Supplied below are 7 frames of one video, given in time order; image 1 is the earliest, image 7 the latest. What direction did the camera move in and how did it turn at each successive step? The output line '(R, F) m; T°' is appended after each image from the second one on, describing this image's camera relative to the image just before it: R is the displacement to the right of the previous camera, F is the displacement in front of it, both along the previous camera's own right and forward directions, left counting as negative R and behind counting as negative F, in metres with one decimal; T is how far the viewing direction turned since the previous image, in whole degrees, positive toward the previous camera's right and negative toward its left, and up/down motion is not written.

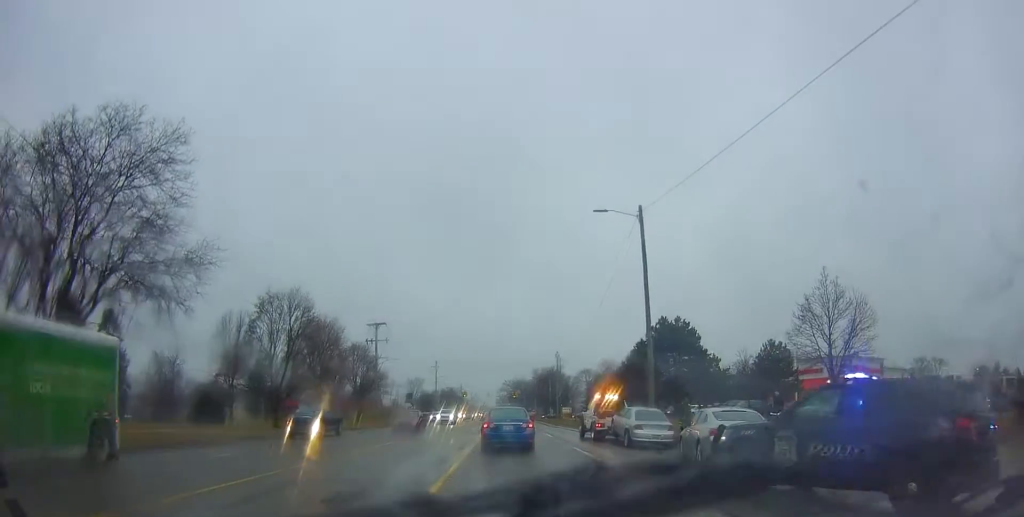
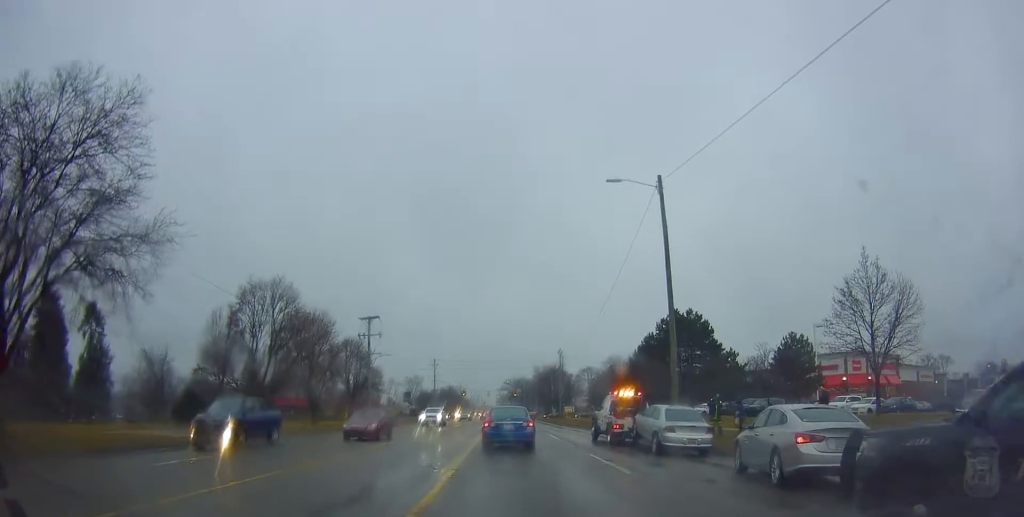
(-0.2, +4.3) m; +1°
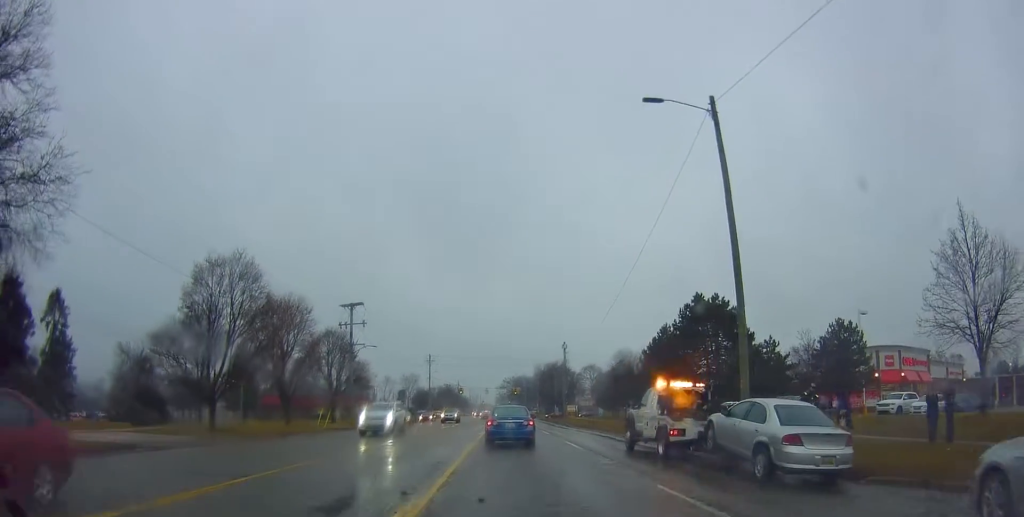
(+0.3, +8.2) m; -1°
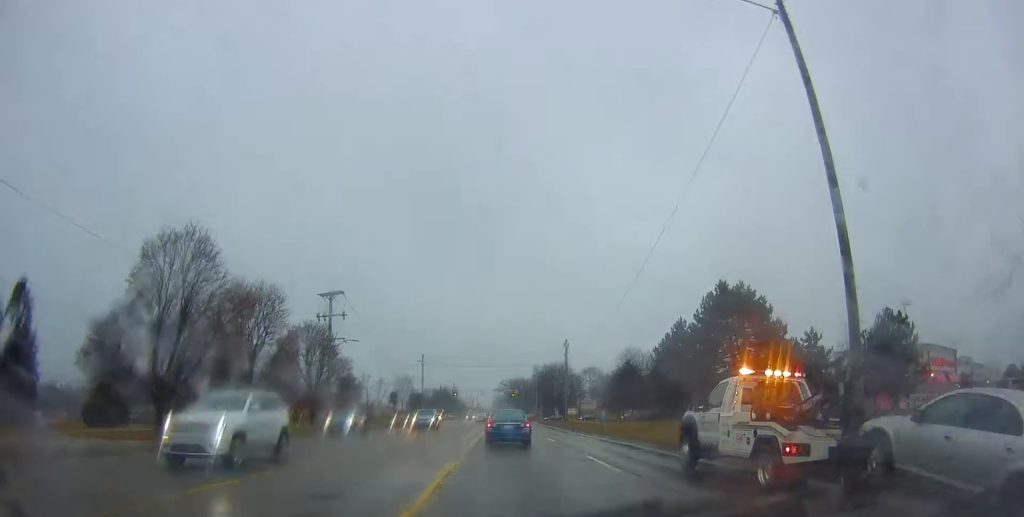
(-0.1, +6.8) m; -1°
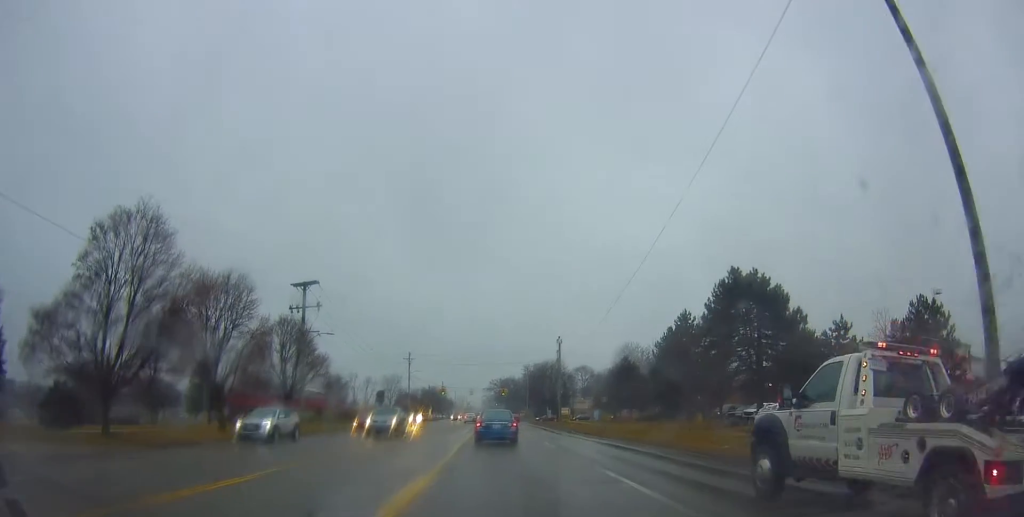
(-0.6, +4.8) m; +1°
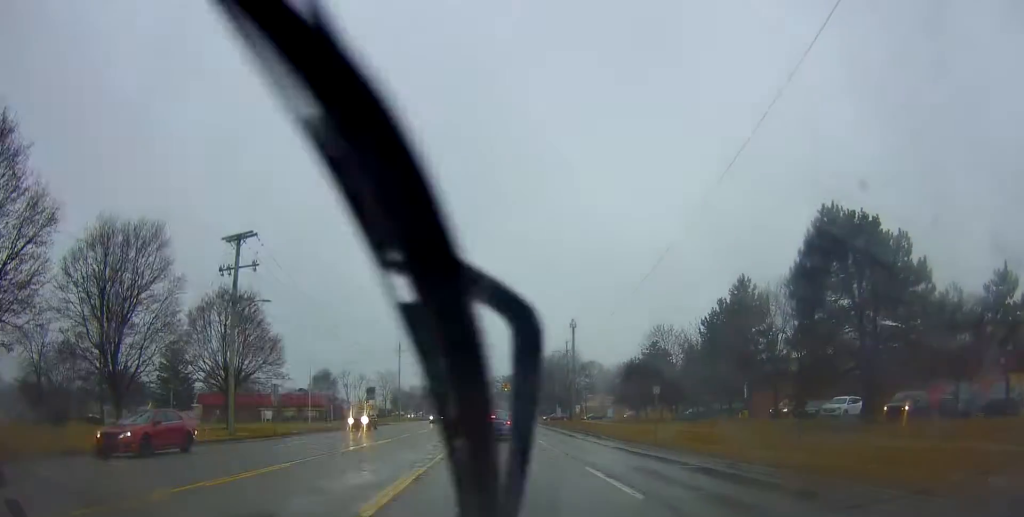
(+1.0, +13.2) m; 0°
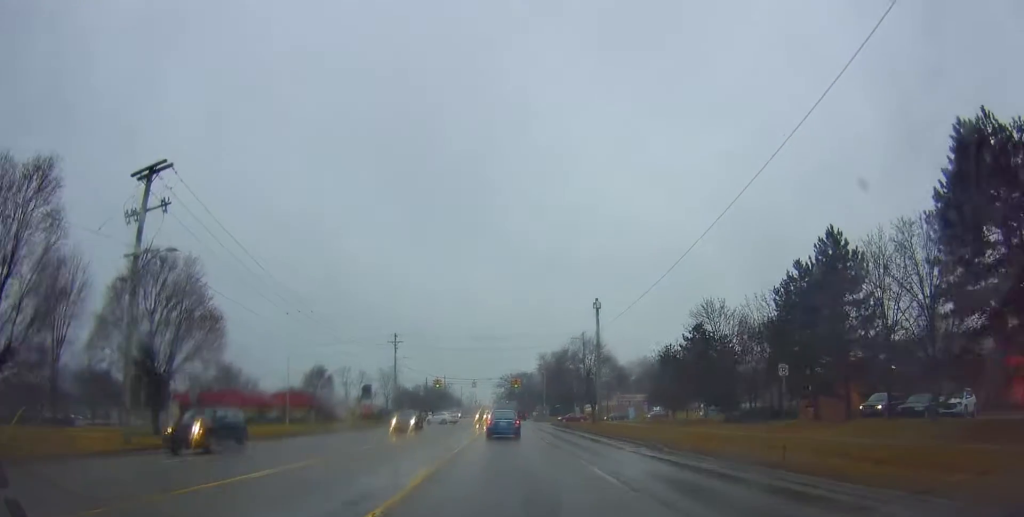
(-0.8, +11.4) m; -3°
